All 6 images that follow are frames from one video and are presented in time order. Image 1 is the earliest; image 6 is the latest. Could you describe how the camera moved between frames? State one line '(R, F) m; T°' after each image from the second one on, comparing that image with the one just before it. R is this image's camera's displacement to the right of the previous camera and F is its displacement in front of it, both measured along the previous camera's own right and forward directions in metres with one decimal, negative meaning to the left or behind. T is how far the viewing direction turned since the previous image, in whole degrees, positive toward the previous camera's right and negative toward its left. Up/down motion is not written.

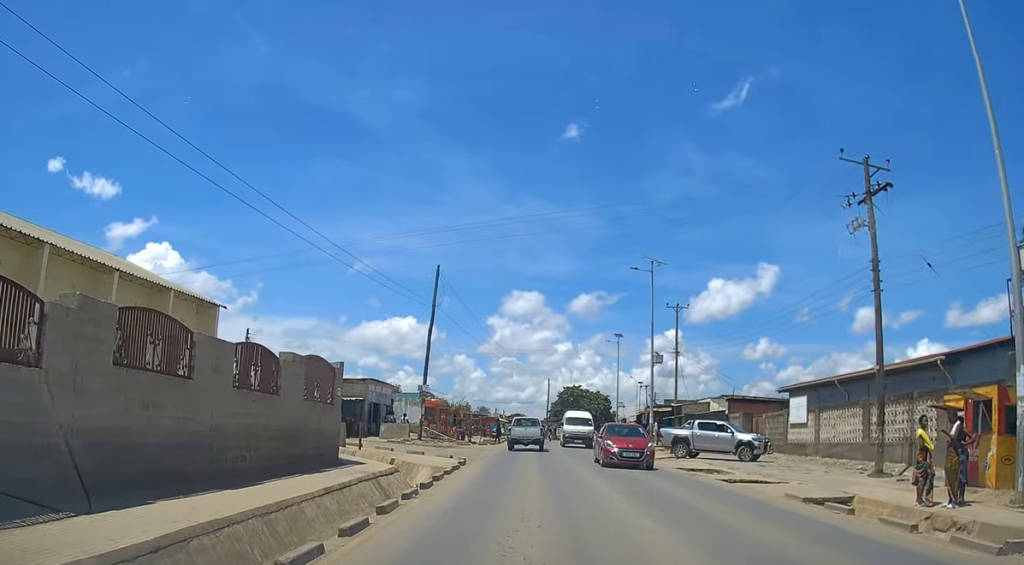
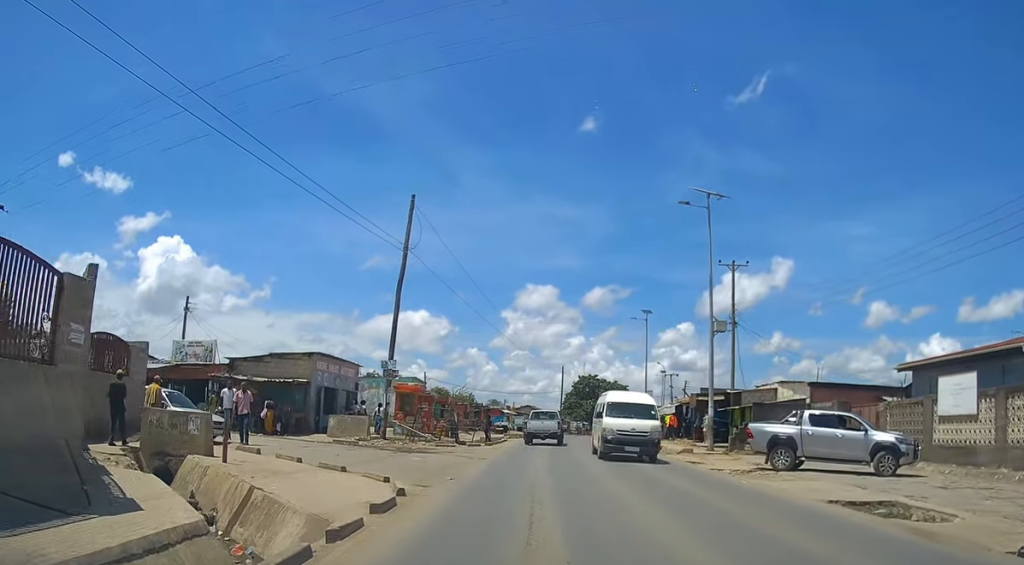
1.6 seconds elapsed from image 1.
(-0.1, +12.5) m; -2°
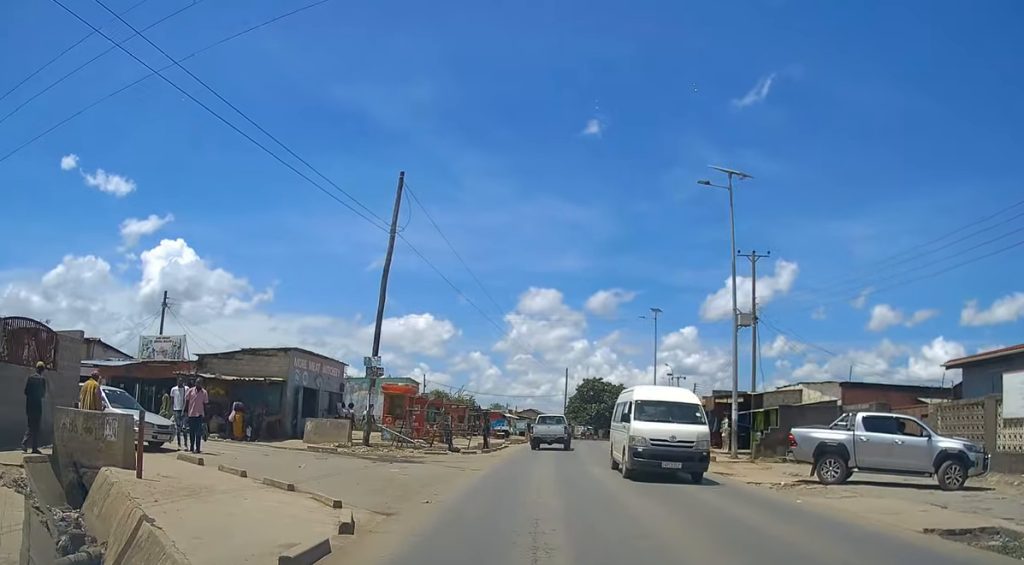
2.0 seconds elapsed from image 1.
(-0.1, +3.4) m; 0°
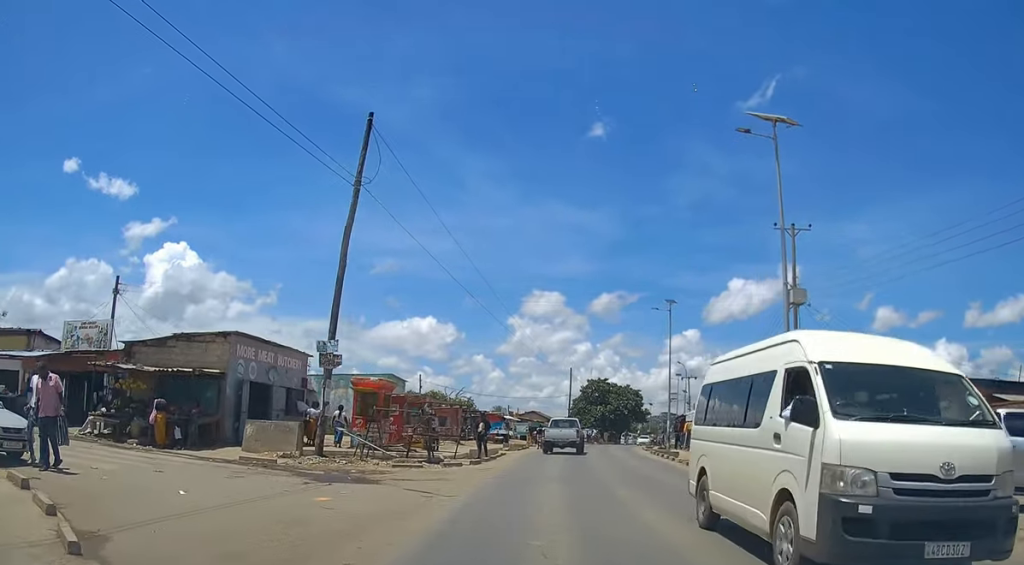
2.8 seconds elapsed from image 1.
(0.0, +5.9) m; +1°
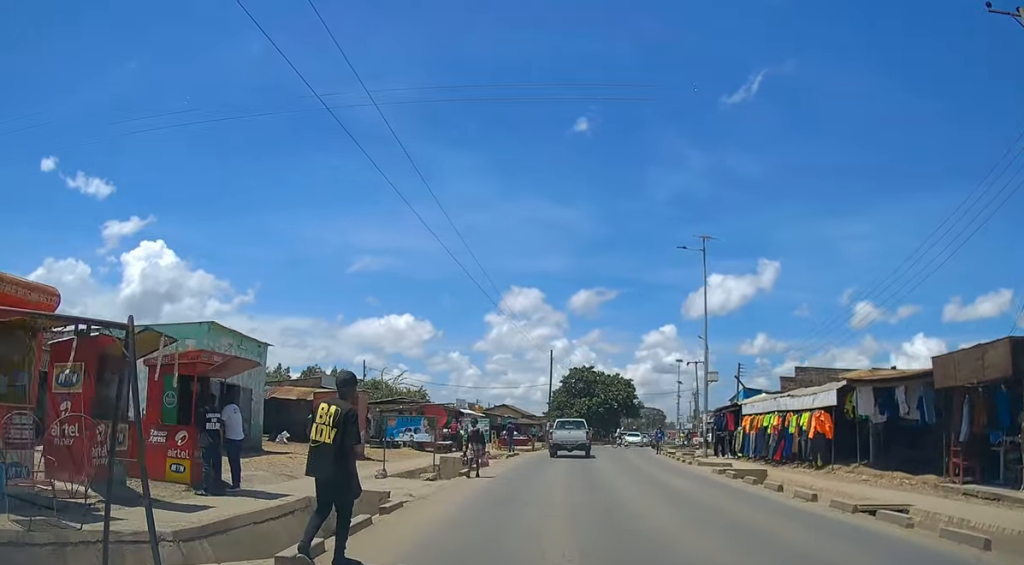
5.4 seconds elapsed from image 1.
(+0.3, +19.4) m; +3°
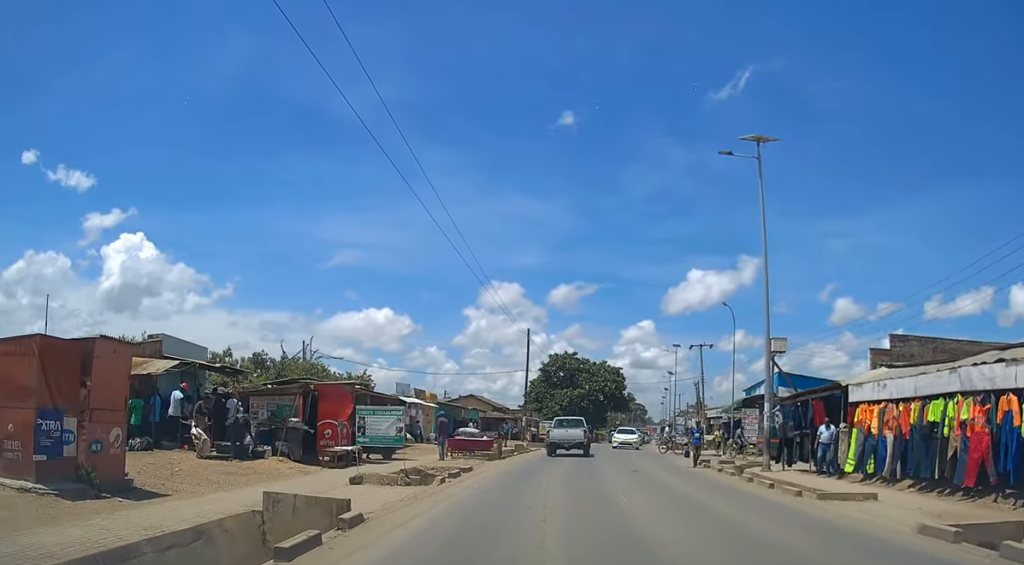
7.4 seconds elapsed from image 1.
(+0.4, +13.6) m; 0°
